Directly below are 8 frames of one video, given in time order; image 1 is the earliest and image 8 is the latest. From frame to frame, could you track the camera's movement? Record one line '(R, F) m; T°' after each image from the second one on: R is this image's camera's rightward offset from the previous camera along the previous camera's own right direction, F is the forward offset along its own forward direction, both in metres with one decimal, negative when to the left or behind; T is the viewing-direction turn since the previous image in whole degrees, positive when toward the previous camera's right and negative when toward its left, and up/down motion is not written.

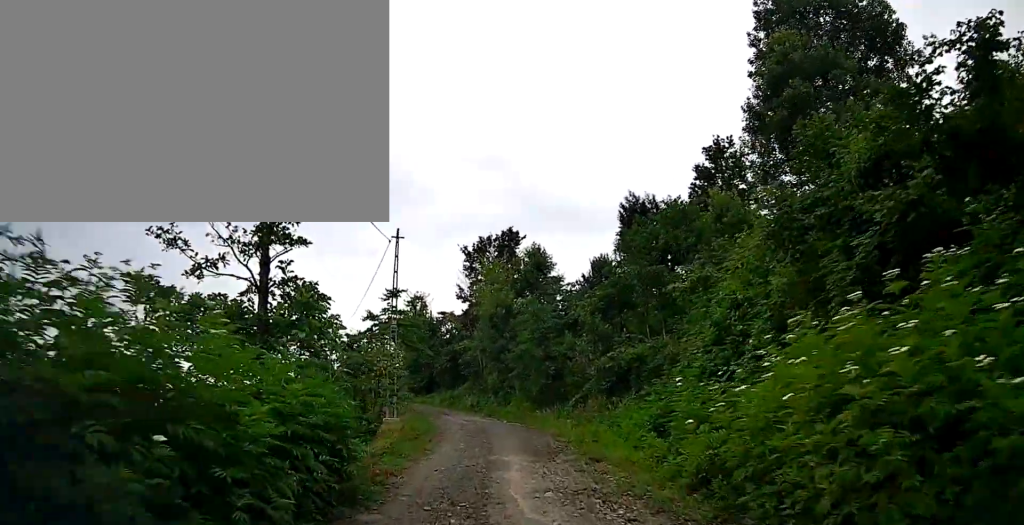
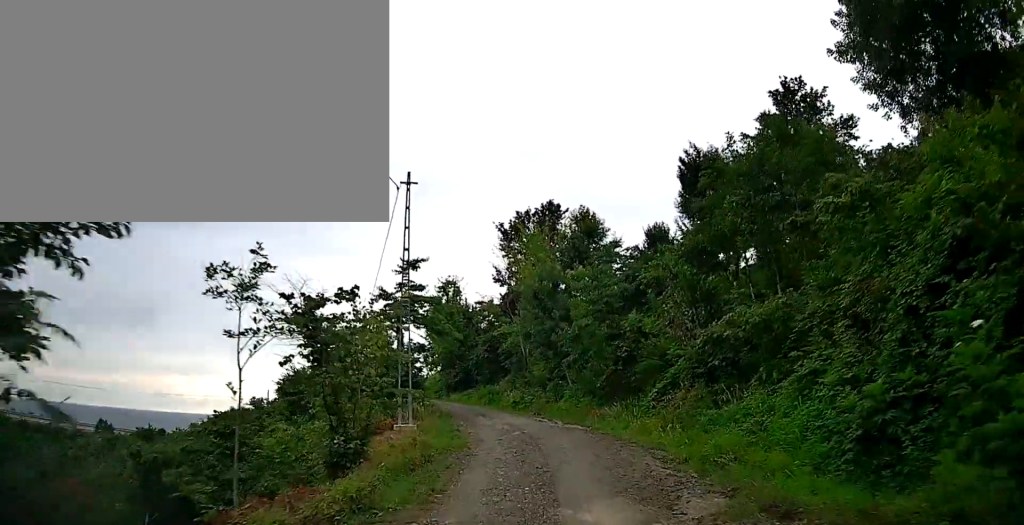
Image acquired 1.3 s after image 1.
(0.0, +6.5) m; -1°
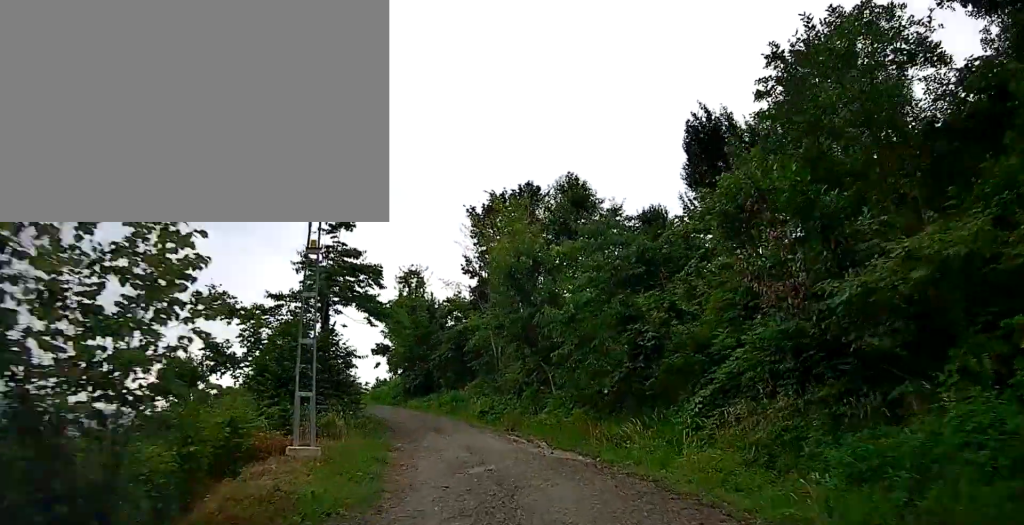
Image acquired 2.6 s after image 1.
(-0.2, +6.6) m; -1°
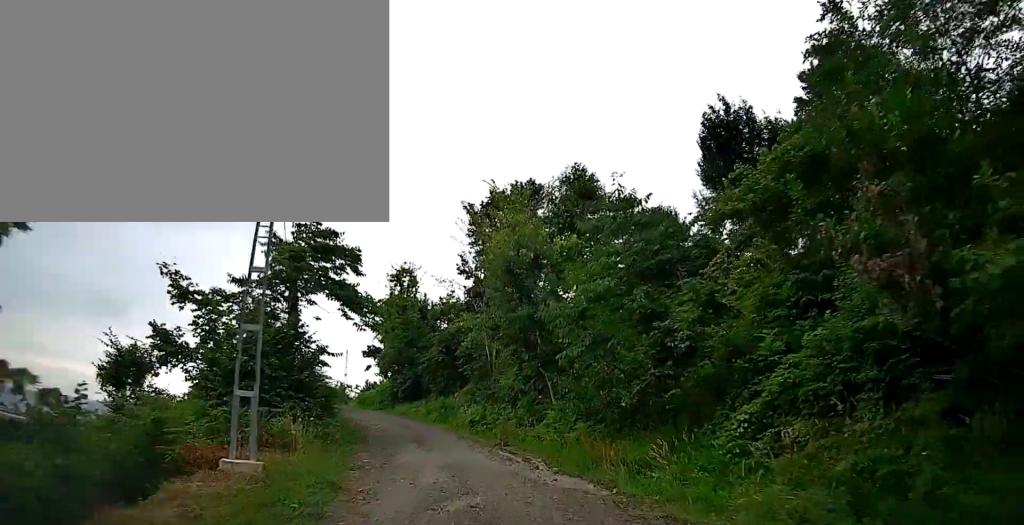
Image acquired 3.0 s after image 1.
(0.0, +2.5) m; 0°
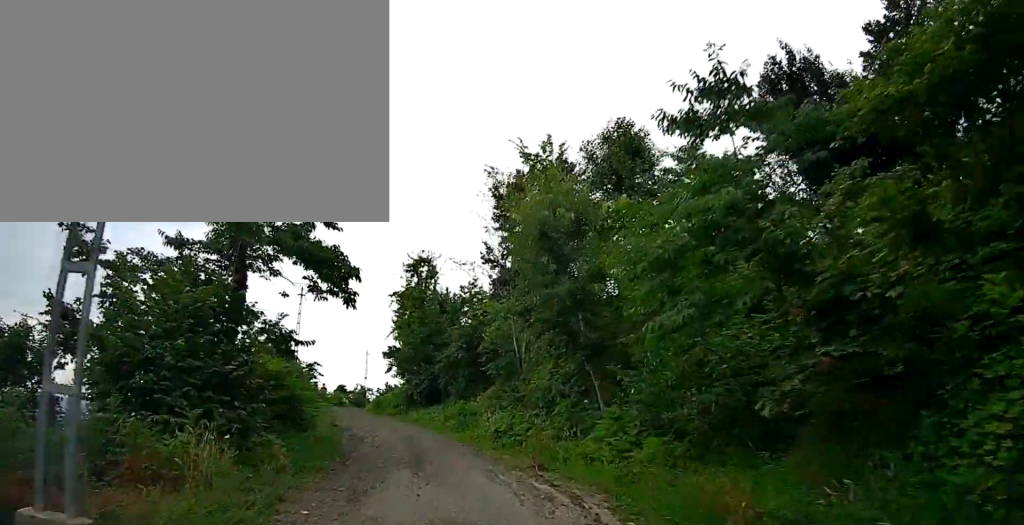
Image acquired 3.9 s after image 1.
(+0.1, +4.8) m; 0°
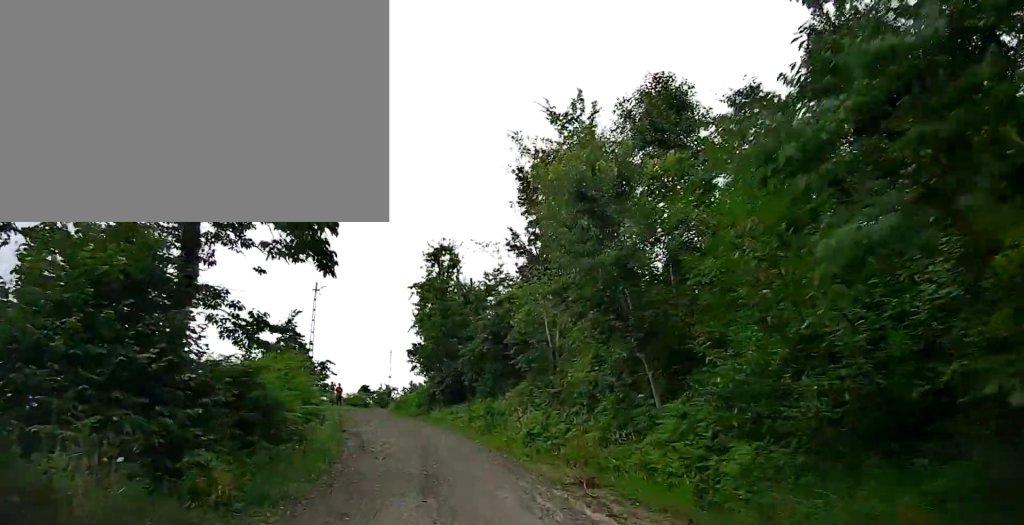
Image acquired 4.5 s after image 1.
(0.0, +2.8) m; -2°
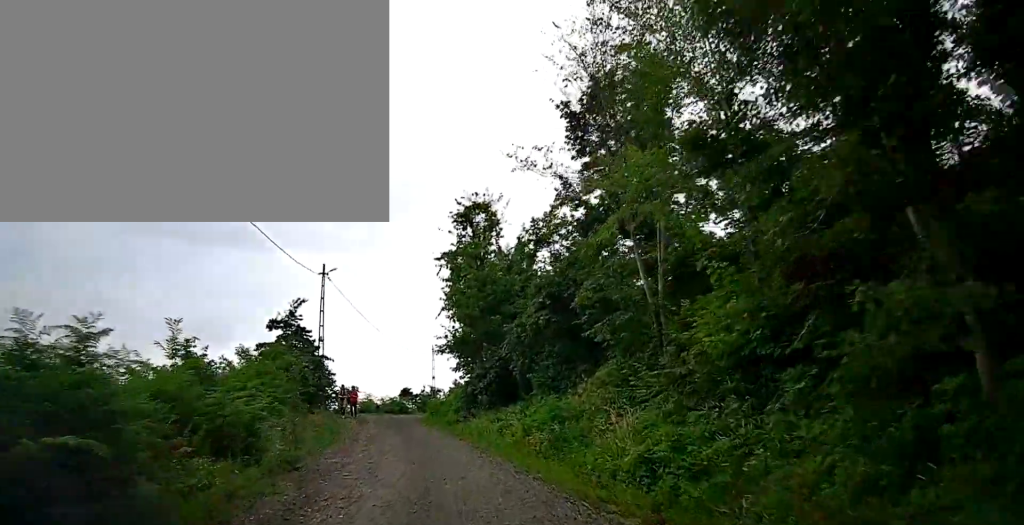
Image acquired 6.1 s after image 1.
(-0.5, +8.2) m; -6°
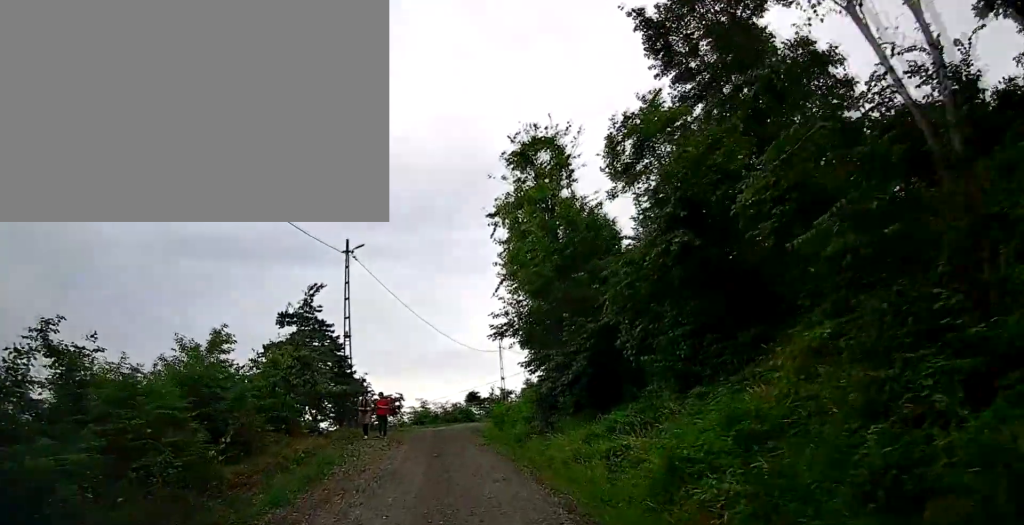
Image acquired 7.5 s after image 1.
(-0.4, +7.5) m; -6°
